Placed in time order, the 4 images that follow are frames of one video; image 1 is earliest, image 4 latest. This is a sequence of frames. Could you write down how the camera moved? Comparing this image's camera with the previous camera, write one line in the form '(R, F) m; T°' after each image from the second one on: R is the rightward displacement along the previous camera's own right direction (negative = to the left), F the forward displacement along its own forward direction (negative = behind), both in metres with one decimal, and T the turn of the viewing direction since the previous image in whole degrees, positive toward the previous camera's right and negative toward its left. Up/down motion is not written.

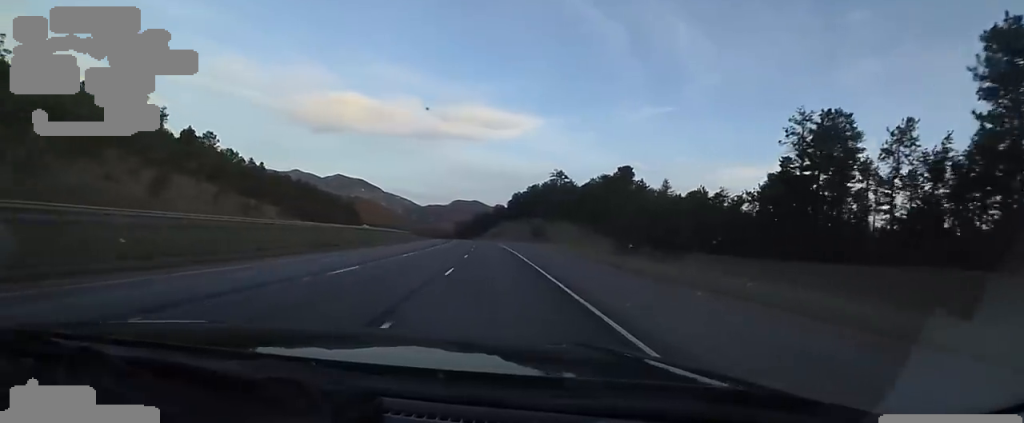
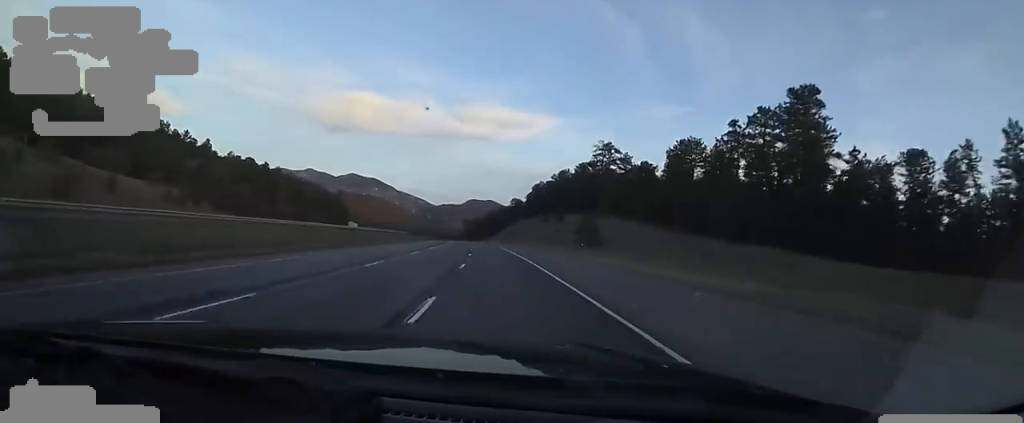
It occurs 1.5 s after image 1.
(-1.5, +46.0) m; -3°
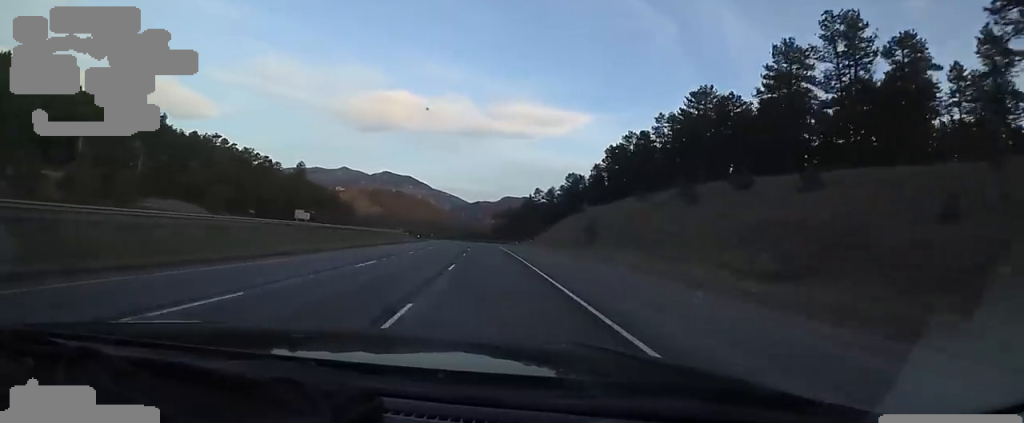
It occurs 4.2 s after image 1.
(-2.6, +87.0) m; -5°
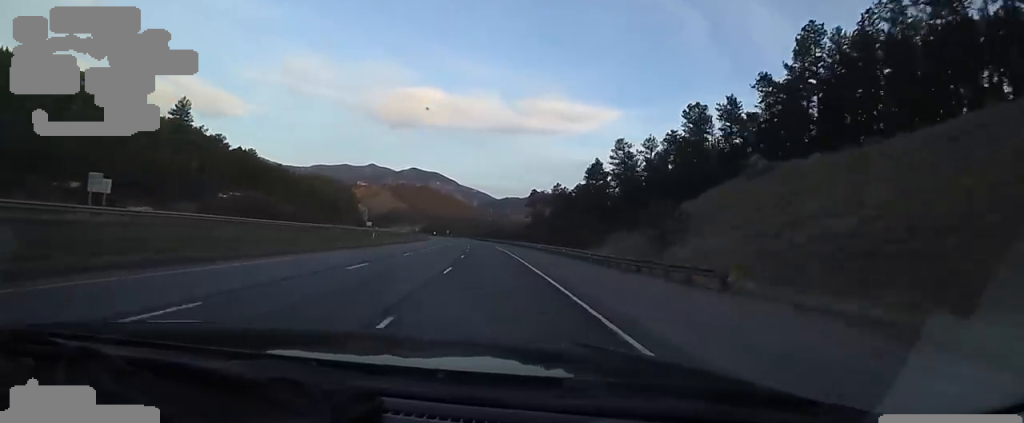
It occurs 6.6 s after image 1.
(-2.4, +73.2) m; -3°
